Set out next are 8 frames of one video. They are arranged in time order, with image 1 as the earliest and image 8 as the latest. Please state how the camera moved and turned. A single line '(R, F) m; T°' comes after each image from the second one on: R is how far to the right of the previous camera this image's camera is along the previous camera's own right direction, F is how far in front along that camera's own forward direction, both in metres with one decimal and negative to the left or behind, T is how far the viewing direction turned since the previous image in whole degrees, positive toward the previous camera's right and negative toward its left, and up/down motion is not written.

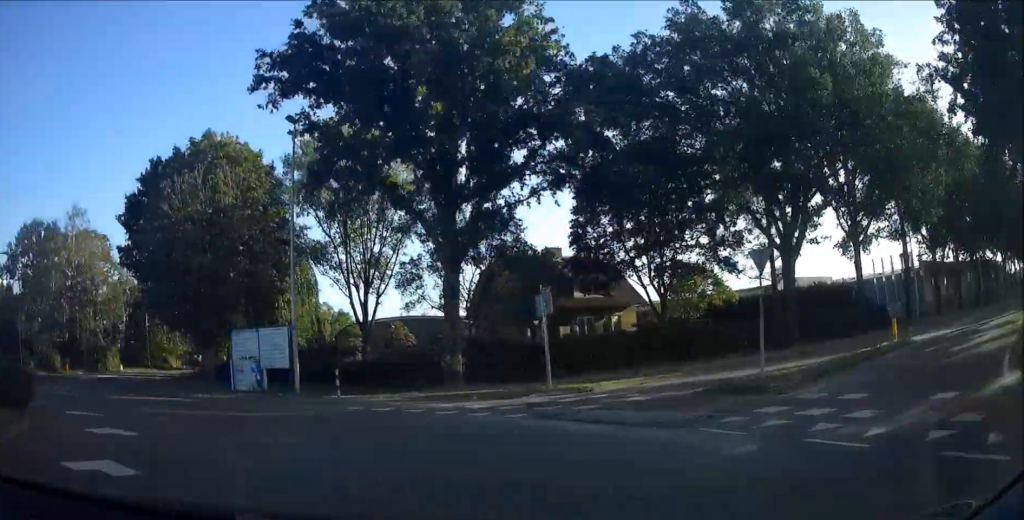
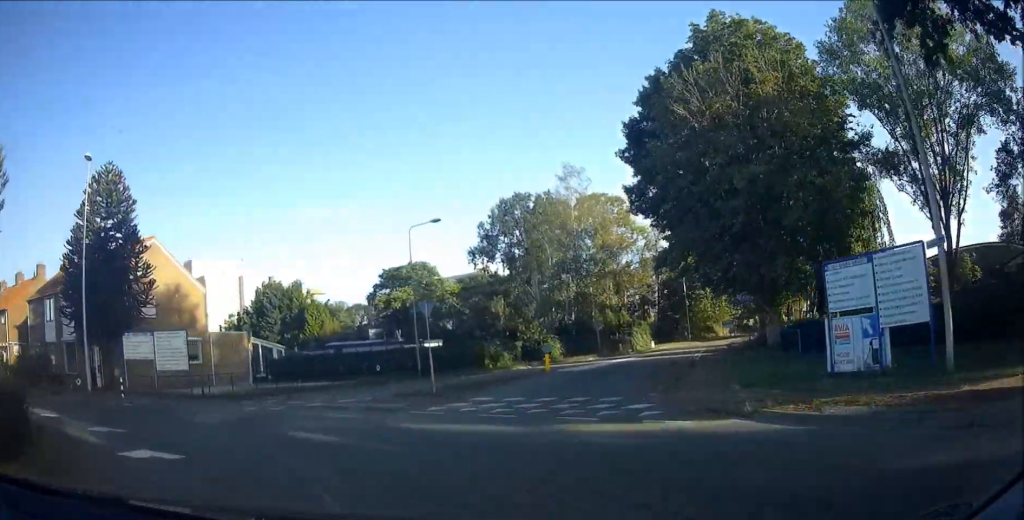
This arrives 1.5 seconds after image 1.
(-1.8, +9.8) m; -35°
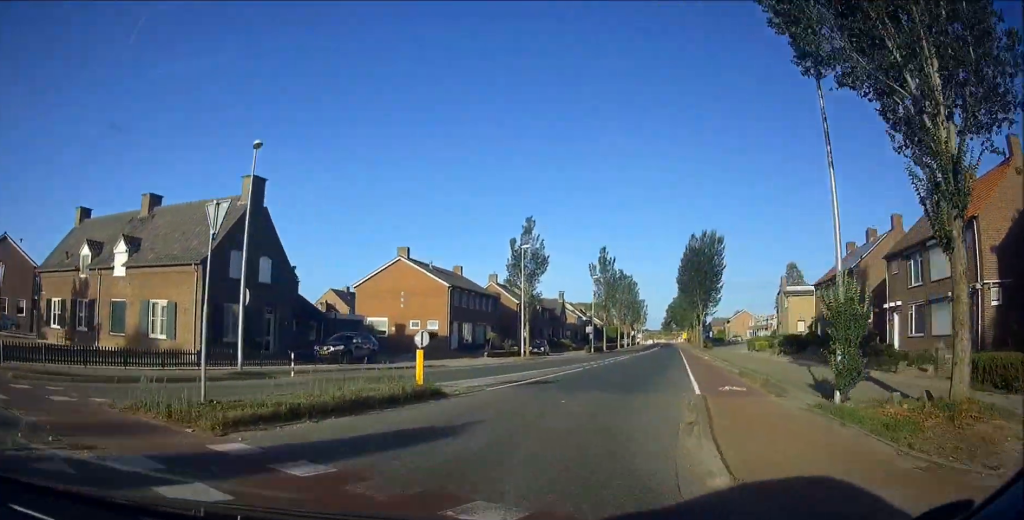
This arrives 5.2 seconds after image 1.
(-22.2, +17.2) m; -73°
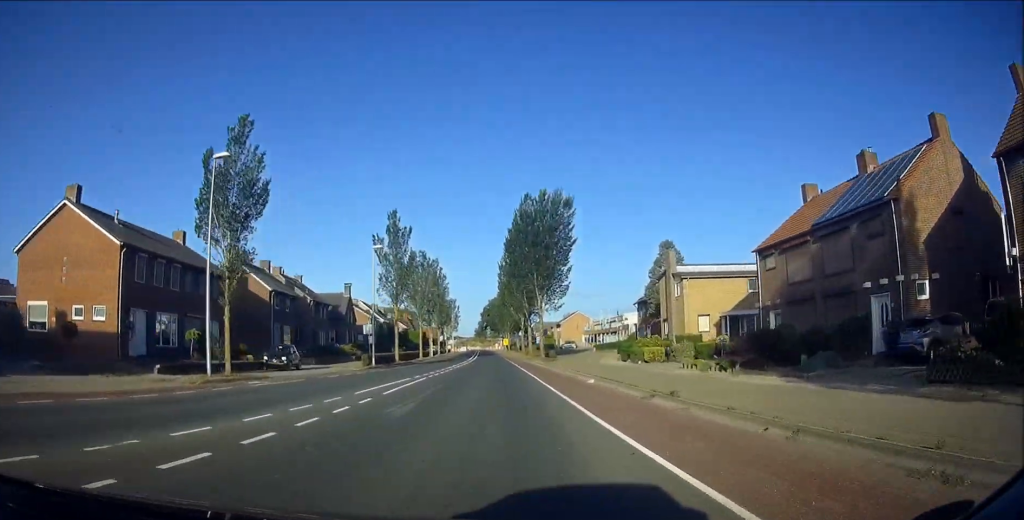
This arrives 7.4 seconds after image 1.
(-0.9, +27.8) m; +1°
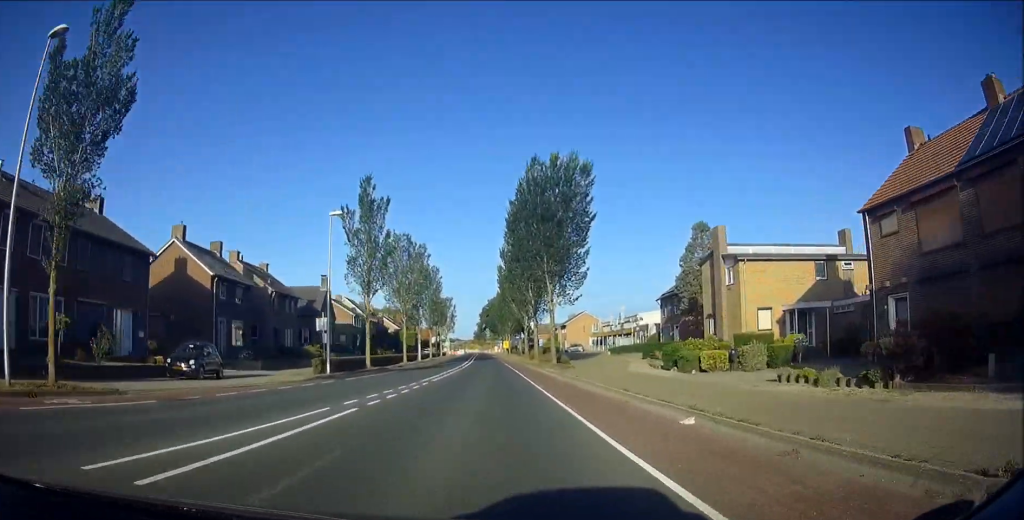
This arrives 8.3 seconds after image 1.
(+0.4, +13.2) m; +2°
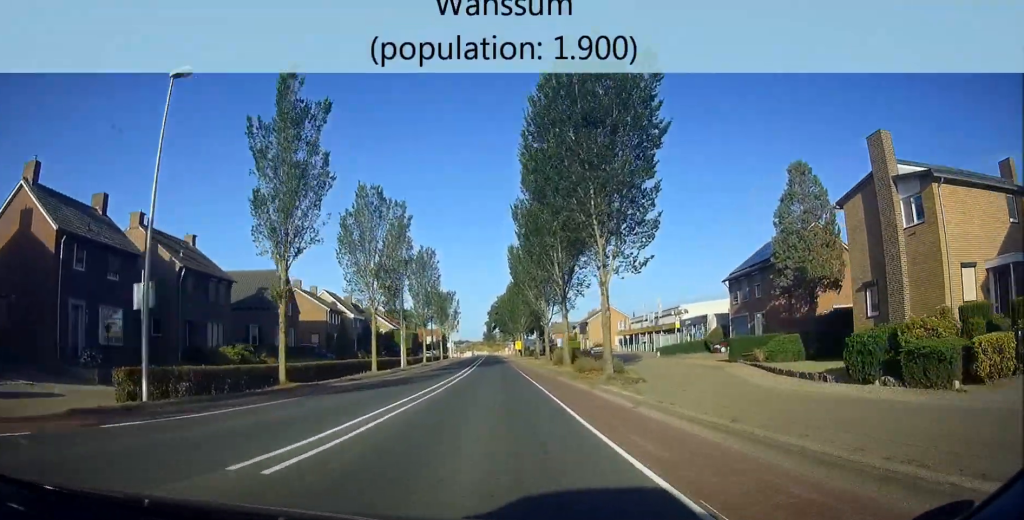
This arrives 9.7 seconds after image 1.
(+0.4, +21.4) m; +2°
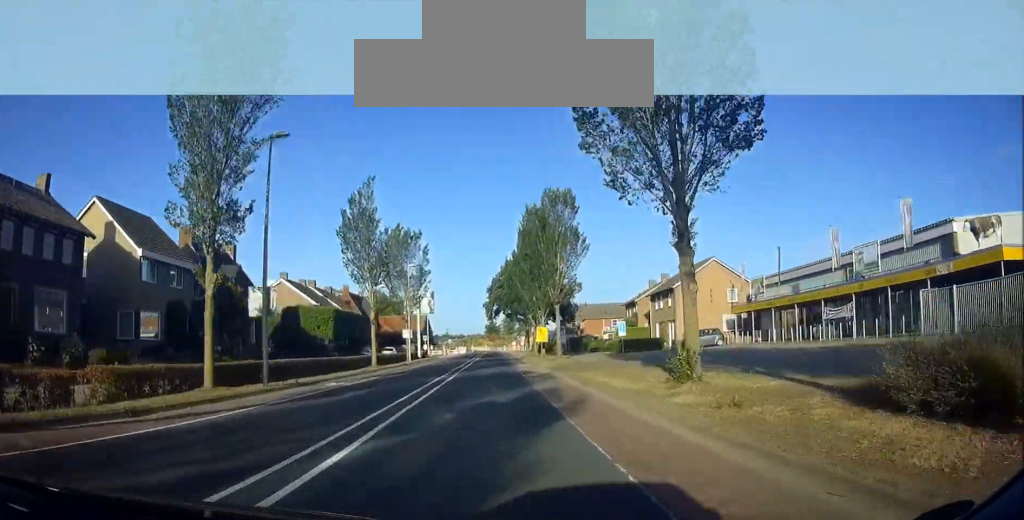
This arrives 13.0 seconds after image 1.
(+1.1, +53.4) m; +2°
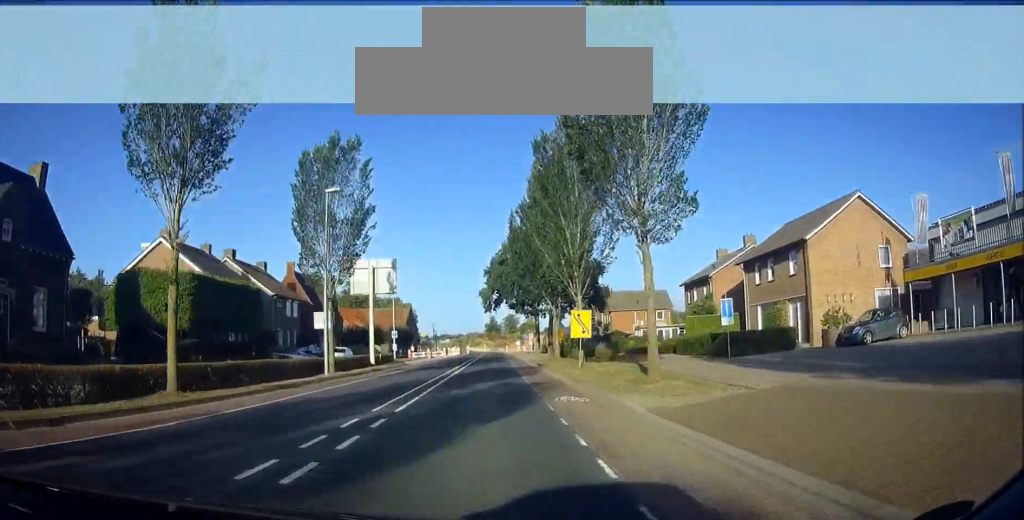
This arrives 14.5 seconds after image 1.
(0.0, +25.2) m; 0°
